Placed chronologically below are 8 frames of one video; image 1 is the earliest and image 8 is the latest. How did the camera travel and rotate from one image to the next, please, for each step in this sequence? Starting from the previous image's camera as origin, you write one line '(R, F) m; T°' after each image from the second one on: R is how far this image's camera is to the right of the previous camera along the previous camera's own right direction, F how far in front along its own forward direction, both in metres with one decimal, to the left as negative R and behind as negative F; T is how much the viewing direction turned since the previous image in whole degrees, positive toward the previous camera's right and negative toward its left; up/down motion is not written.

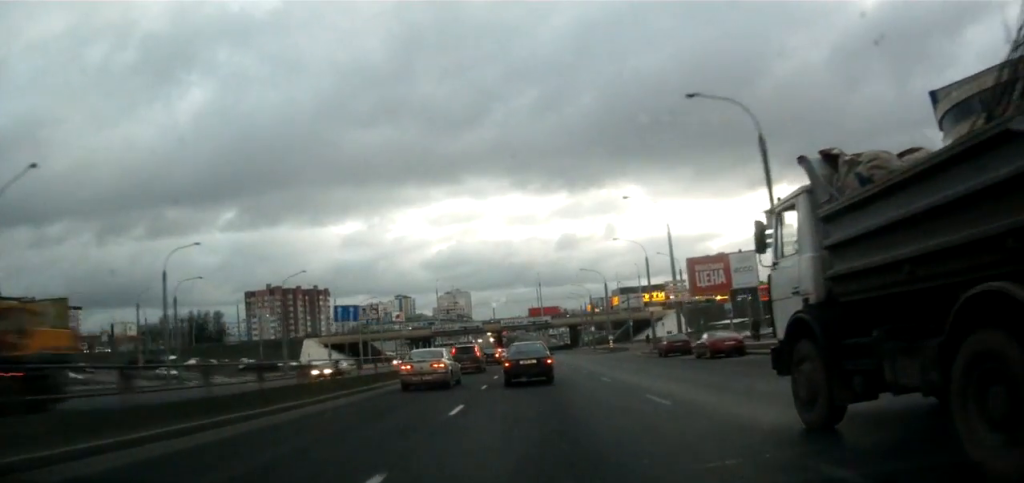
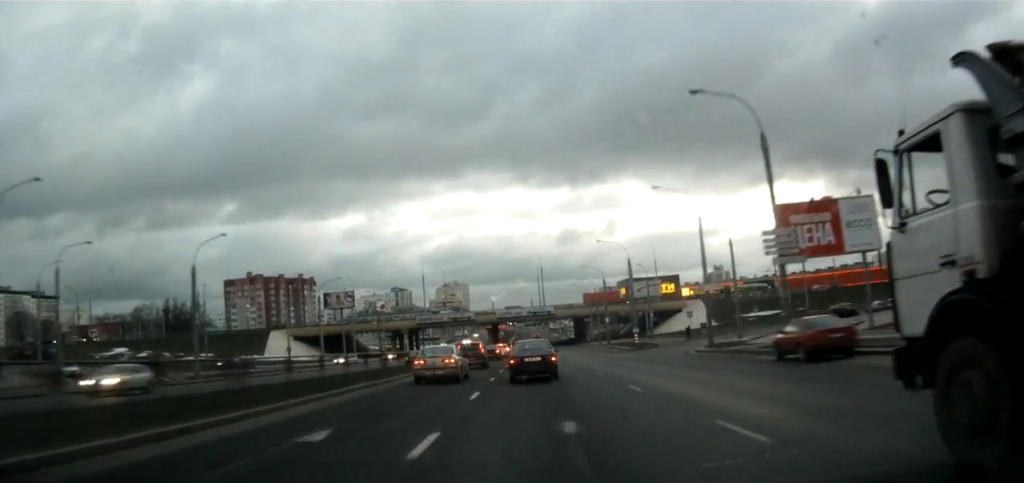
(+0.4, +20.2) m; +1°
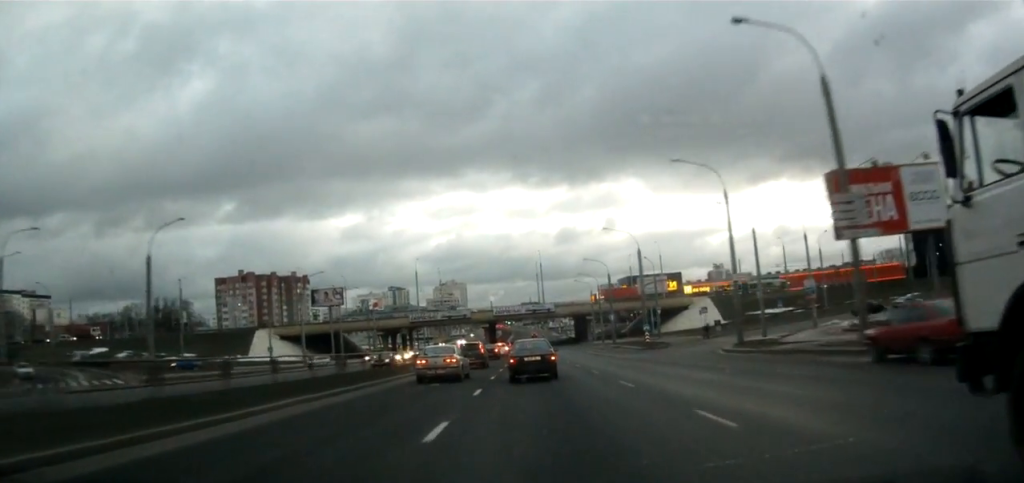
(0.0, +7.0) m; 0°
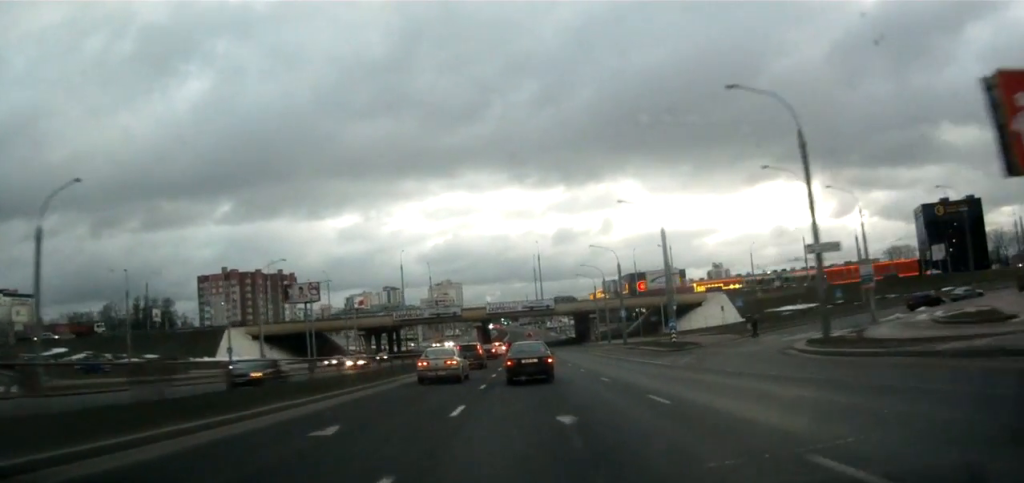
(0.0, +12.1) m; 0°
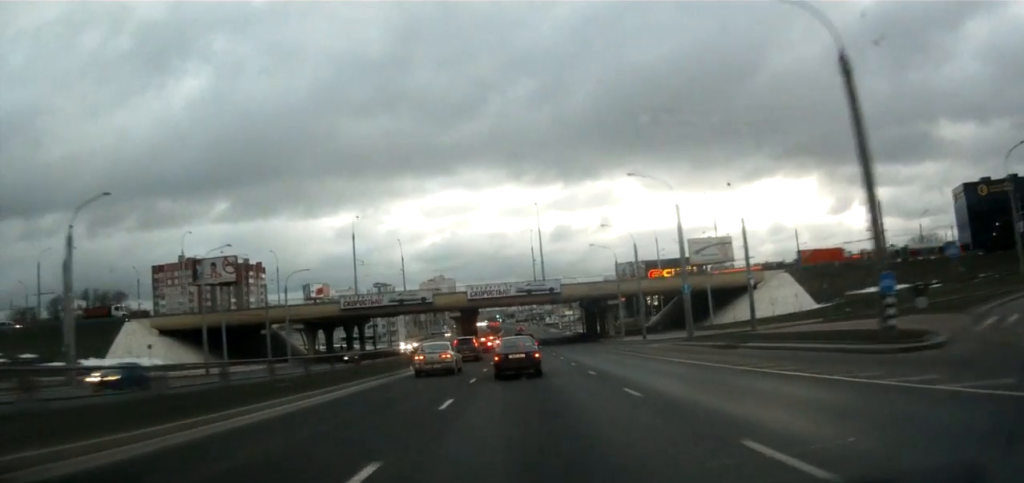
(-0.9, +31.0) m; -3°
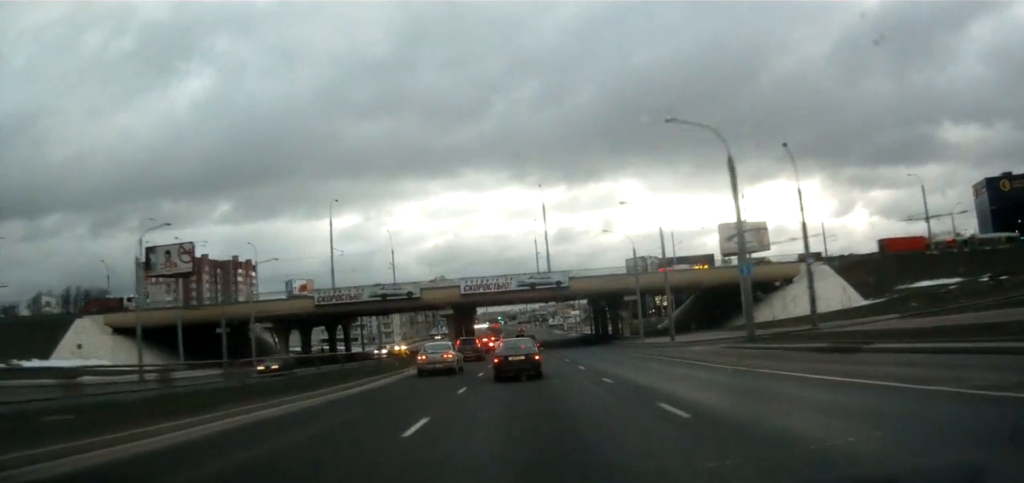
(0.0, +11.2) m; -1°
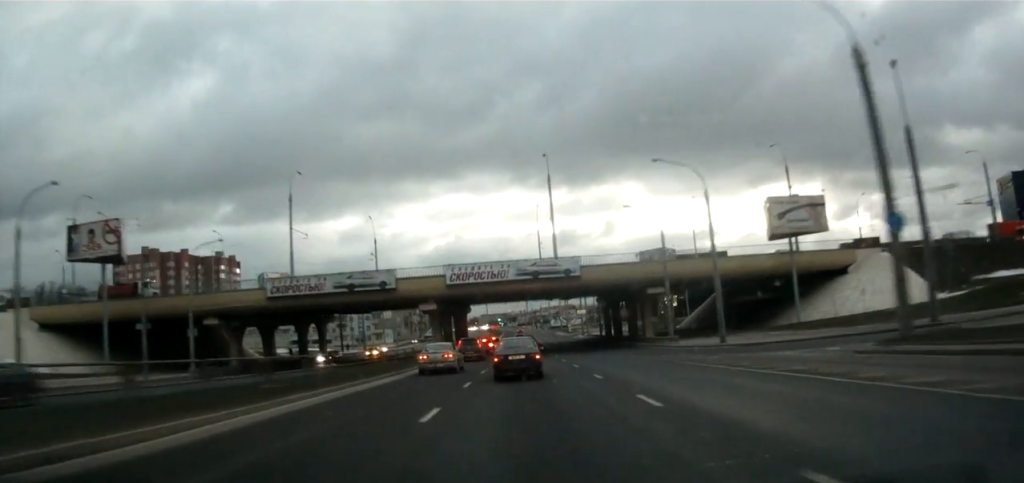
(-0.2, +14.0) m; -1°
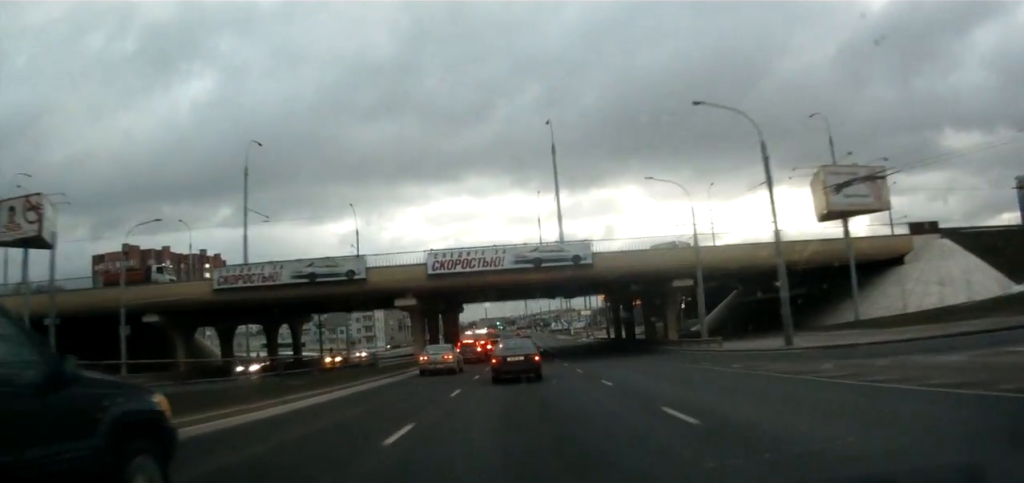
(-0.3, +10.7) m; 0°
